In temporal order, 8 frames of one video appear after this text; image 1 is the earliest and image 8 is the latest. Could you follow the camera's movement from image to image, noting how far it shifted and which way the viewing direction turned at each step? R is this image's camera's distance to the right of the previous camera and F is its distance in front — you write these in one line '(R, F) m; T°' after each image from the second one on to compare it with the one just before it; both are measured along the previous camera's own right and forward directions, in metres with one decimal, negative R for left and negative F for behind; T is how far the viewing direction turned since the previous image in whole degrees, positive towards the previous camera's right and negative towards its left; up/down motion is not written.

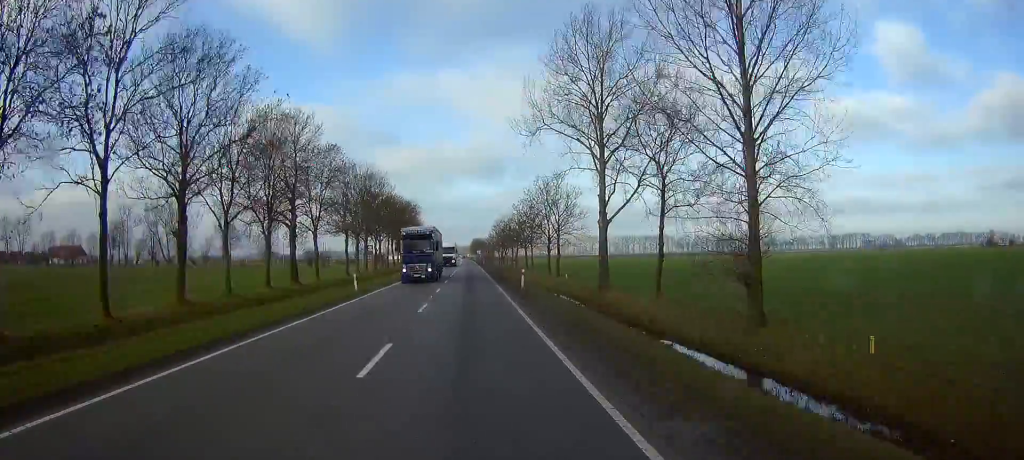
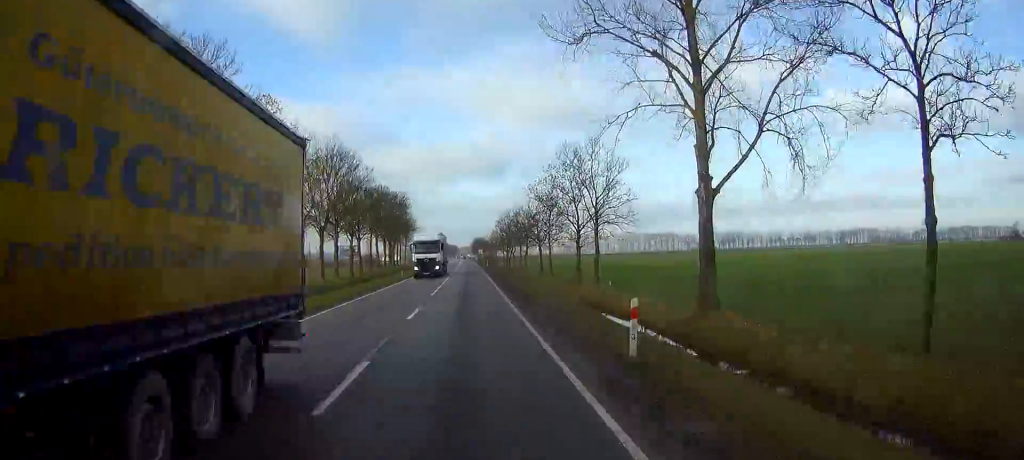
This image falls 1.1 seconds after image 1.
(-0.2, +27.3) m; 0°
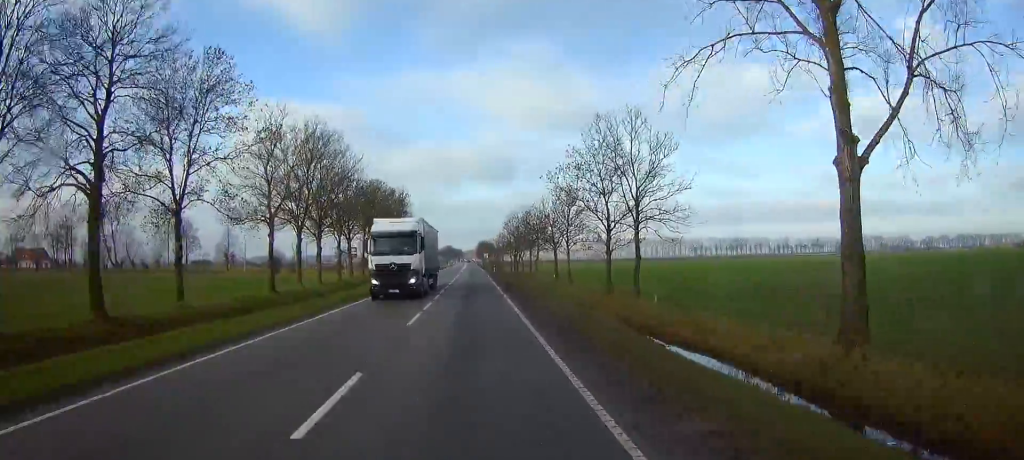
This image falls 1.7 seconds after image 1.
(0.0, +13.6) m; 0°
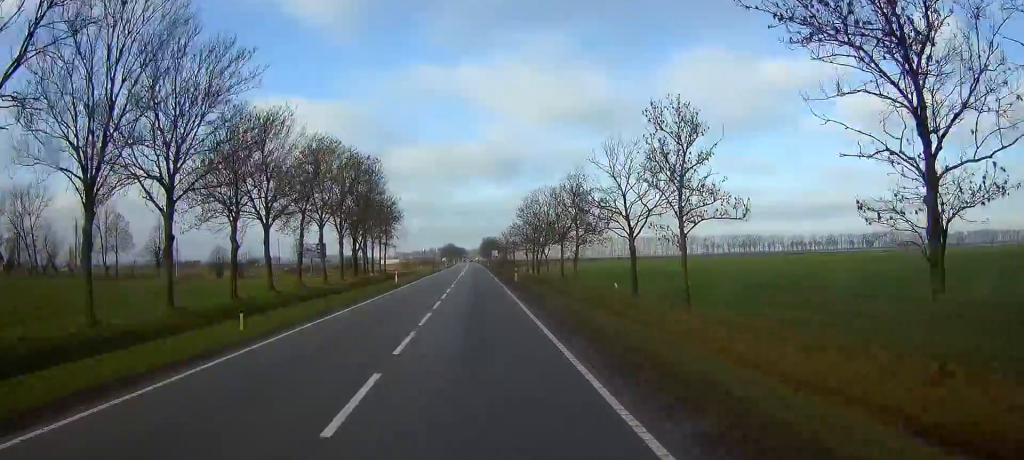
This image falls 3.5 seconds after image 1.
(0.0, +43.3) m; 0°
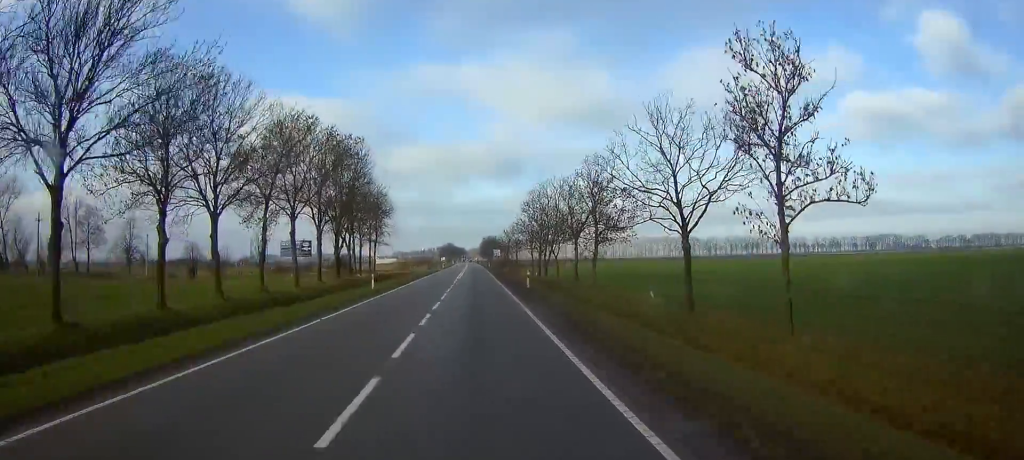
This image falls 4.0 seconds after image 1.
(0.0, +12.8) m; 0°
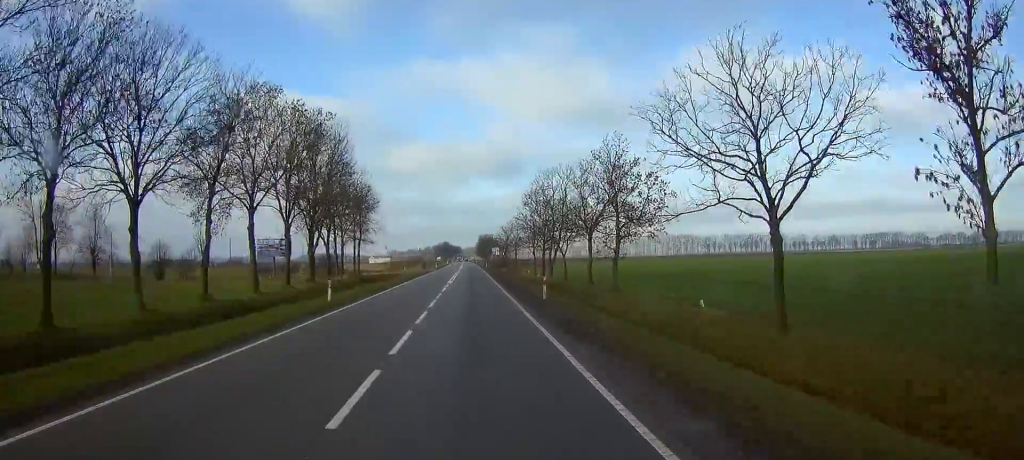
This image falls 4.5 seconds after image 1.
(0.0, +12.0) m; 0°
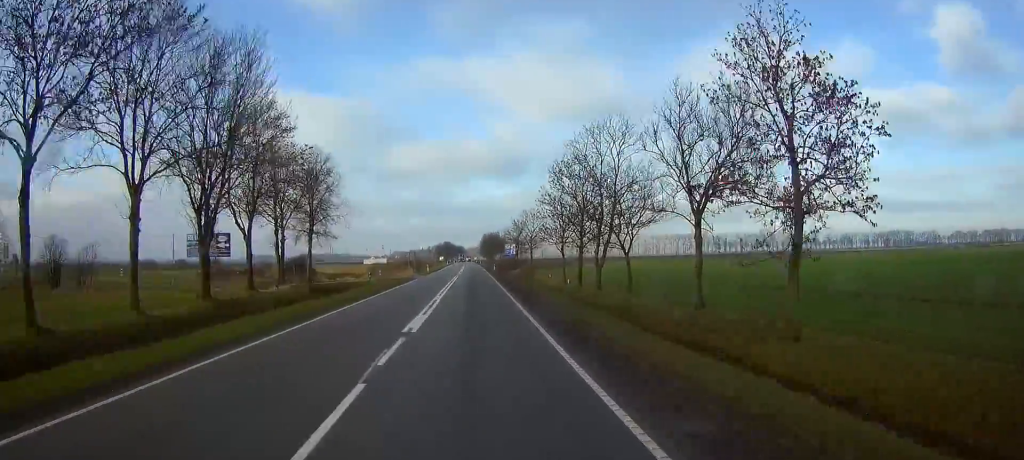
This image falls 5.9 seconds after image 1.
(+0.1, +32.1) m; 0°
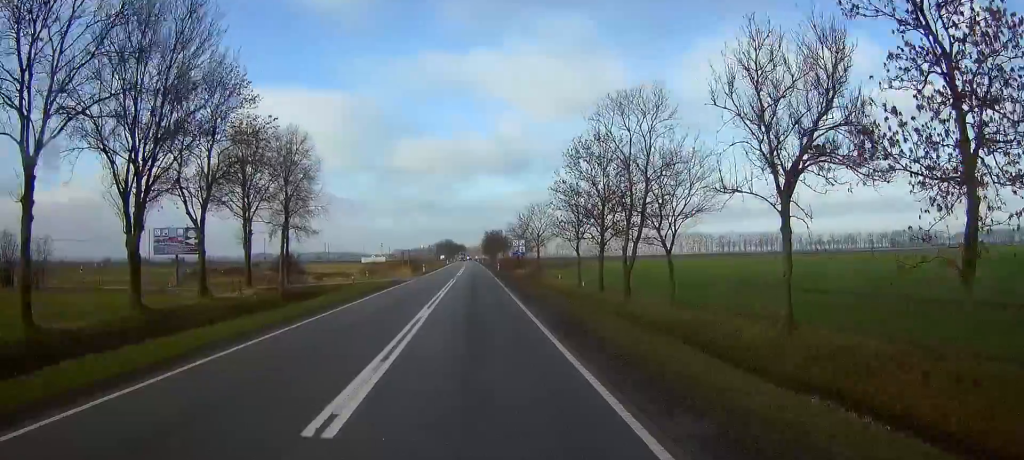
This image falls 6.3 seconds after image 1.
(0.0, +10.4) m; 0°
